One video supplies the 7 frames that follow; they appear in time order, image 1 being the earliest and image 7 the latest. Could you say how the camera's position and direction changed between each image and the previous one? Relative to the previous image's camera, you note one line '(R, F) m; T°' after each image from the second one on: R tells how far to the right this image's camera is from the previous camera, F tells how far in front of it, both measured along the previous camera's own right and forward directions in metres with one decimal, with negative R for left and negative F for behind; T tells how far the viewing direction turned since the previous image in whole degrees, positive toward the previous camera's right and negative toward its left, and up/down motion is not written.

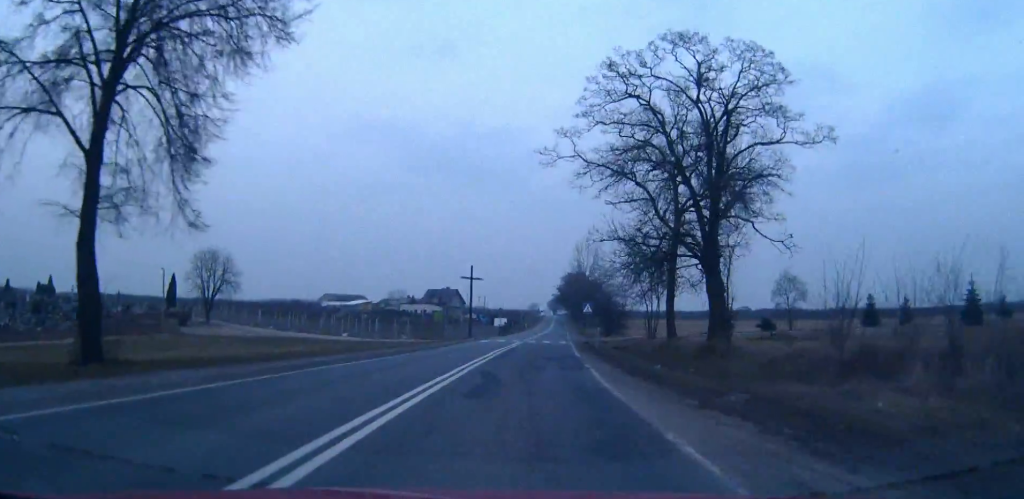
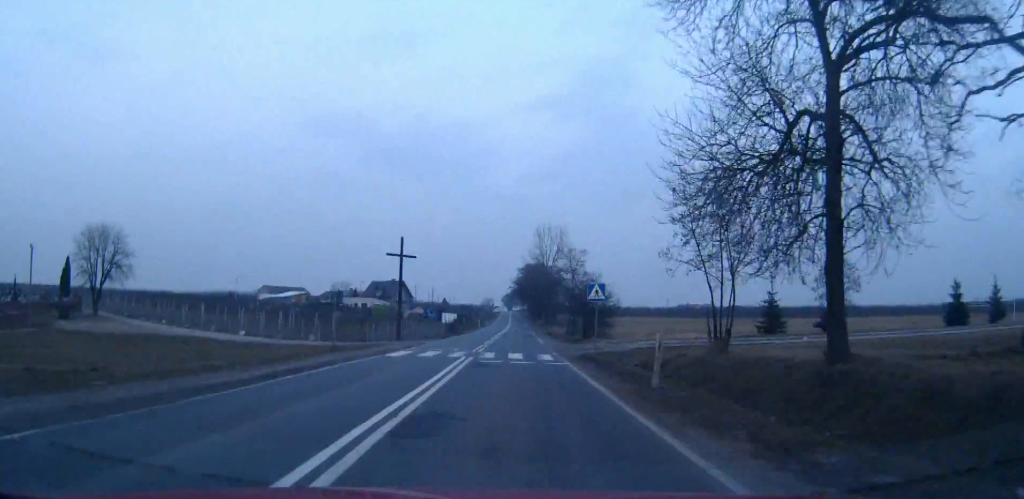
(+0.9, +23.0) m; +4°
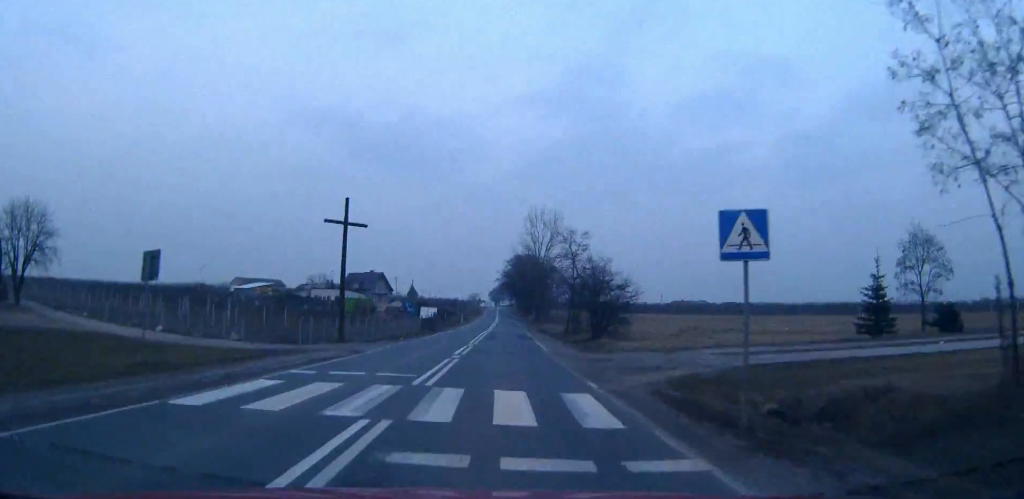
(+0.3, +16.0) m; +1°
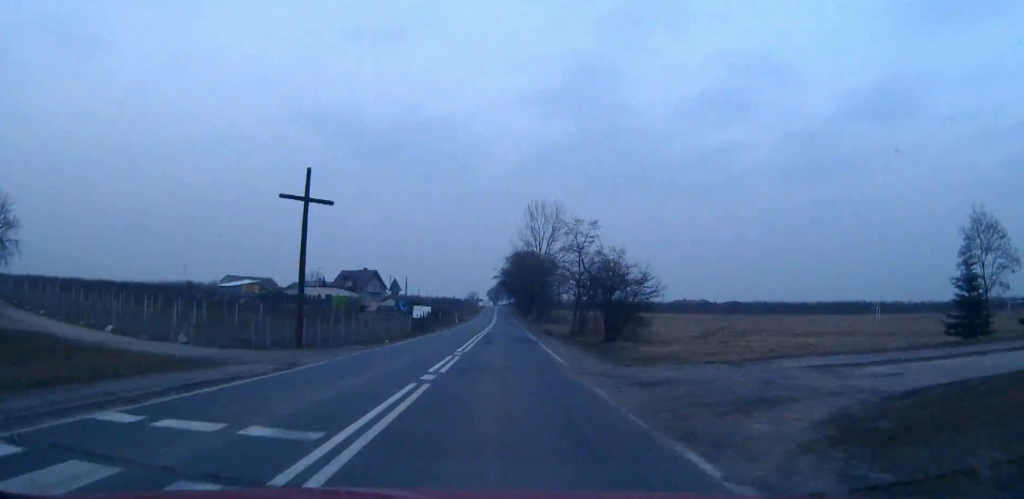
(0.0, +7.8) m; 0°
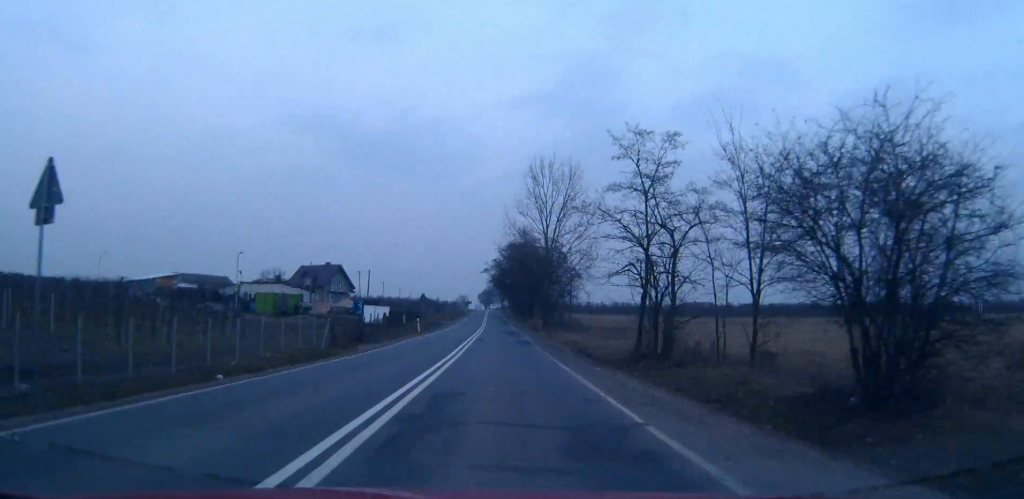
(+0.1, +35.4) m; +1°
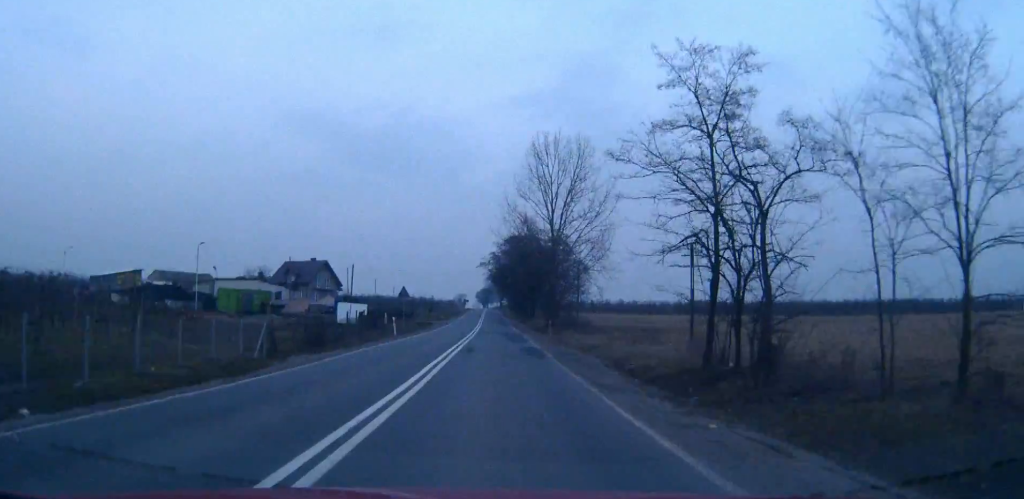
(0.0, +11.8) m; 0°
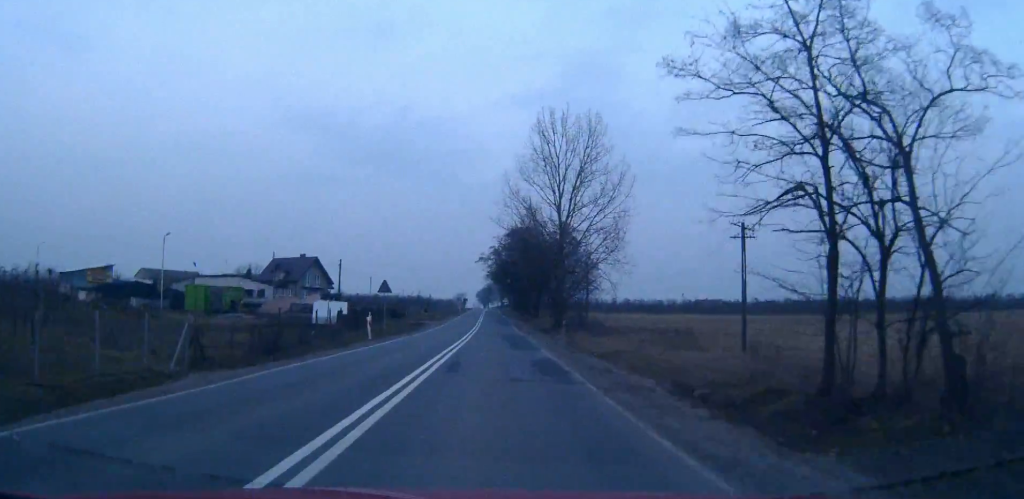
(0.0, +8.6) m; 0°
